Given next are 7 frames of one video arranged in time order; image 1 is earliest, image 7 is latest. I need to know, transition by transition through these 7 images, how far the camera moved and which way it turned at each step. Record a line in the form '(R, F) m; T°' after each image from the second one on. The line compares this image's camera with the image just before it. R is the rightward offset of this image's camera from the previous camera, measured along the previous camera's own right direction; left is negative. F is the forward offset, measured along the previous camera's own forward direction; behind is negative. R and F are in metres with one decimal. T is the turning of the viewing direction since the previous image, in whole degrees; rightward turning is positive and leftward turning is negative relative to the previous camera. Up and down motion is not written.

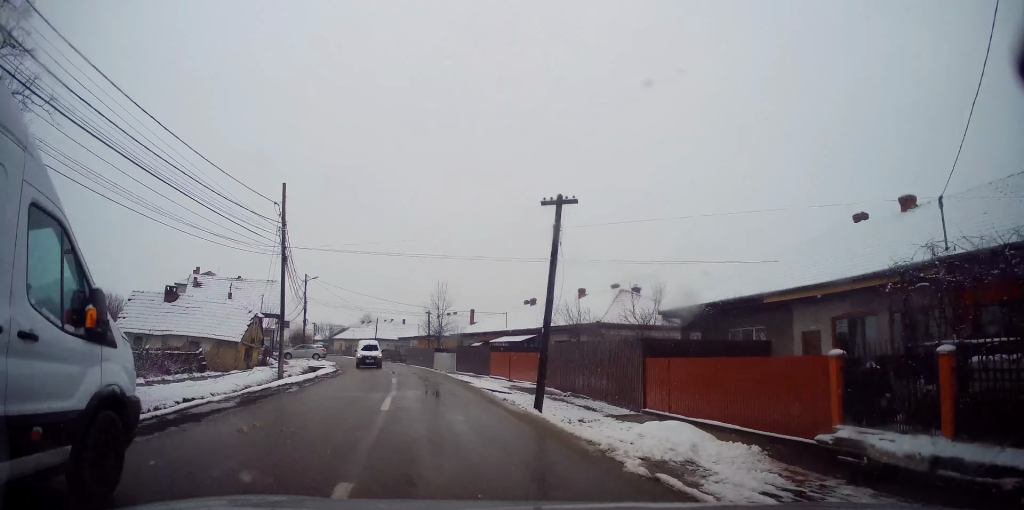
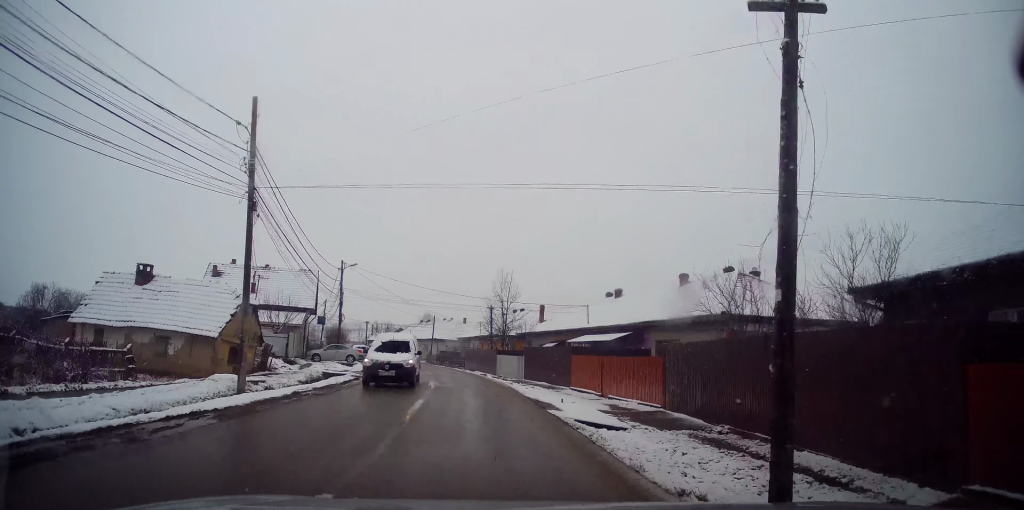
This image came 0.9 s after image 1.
(-0.9, +9.2) m; -6°
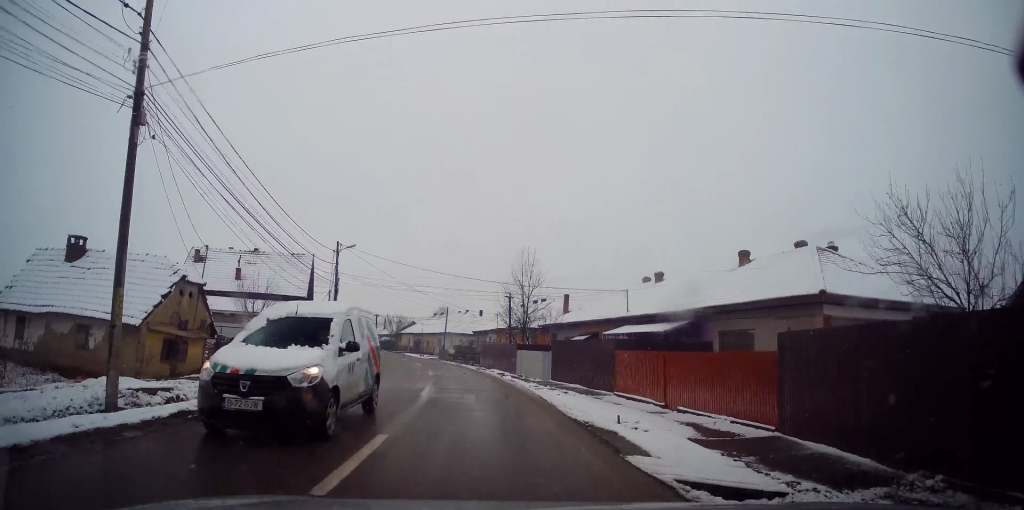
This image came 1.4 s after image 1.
(-0.2, +6.0) m; -2°
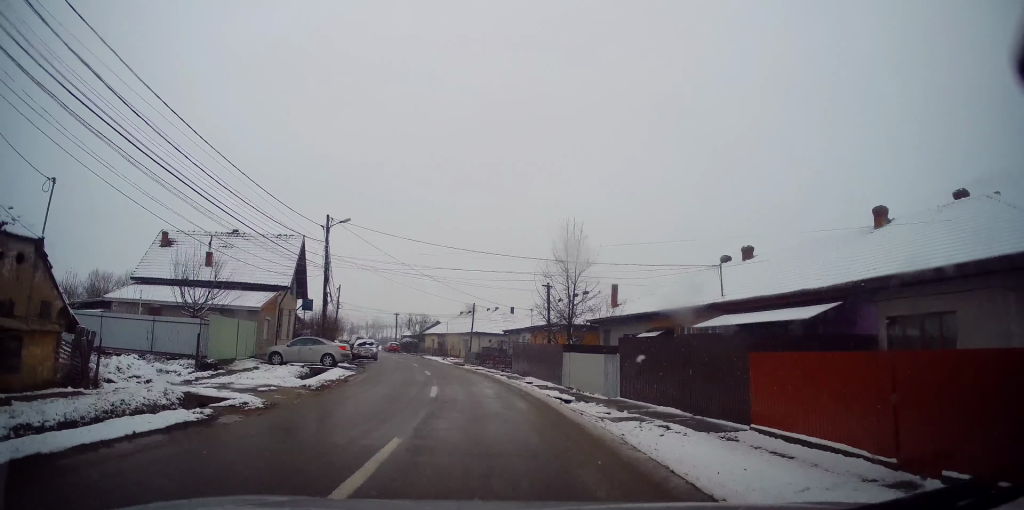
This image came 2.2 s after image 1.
(-0.1, +8.9) m; -2°
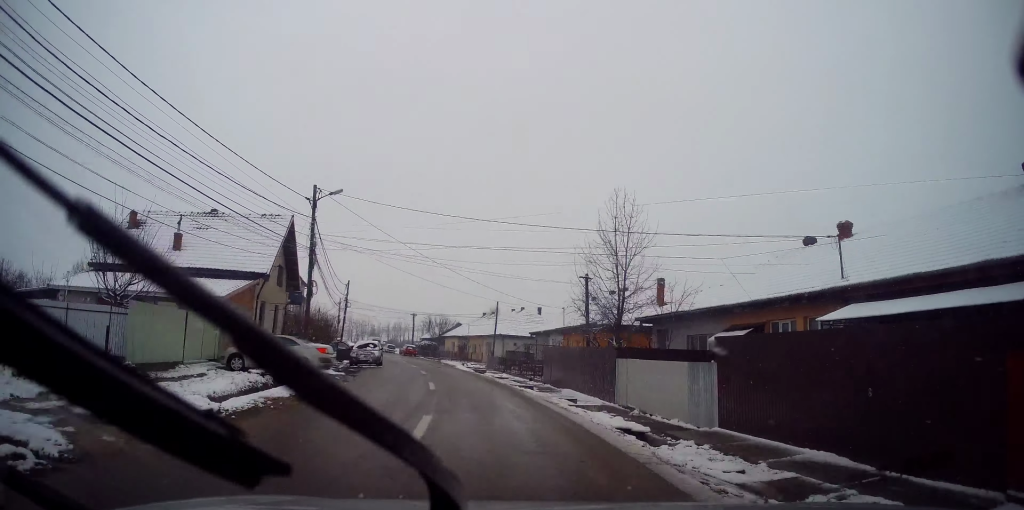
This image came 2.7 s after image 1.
(-0.1, +6.4) m; -3°
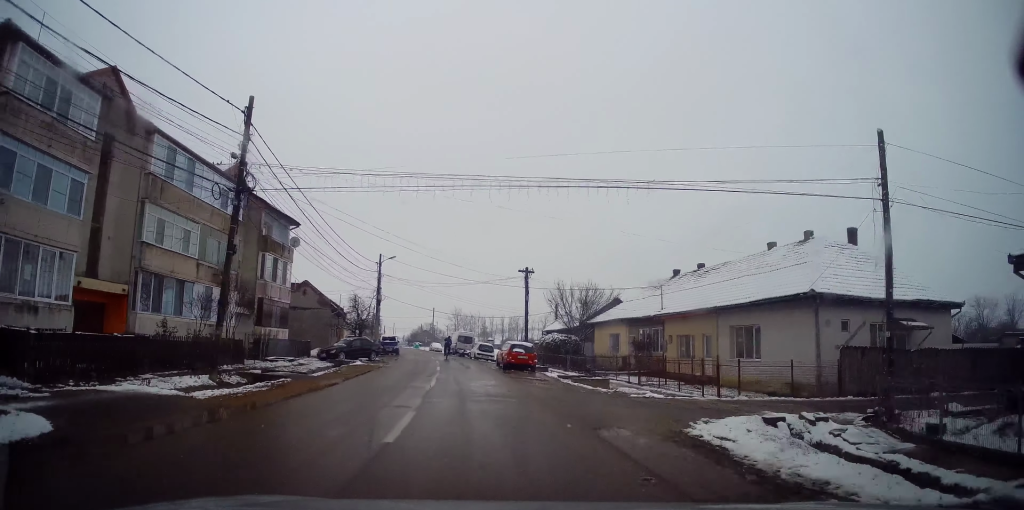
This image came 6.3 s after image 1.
(-4.9, +44.1) m; -12°
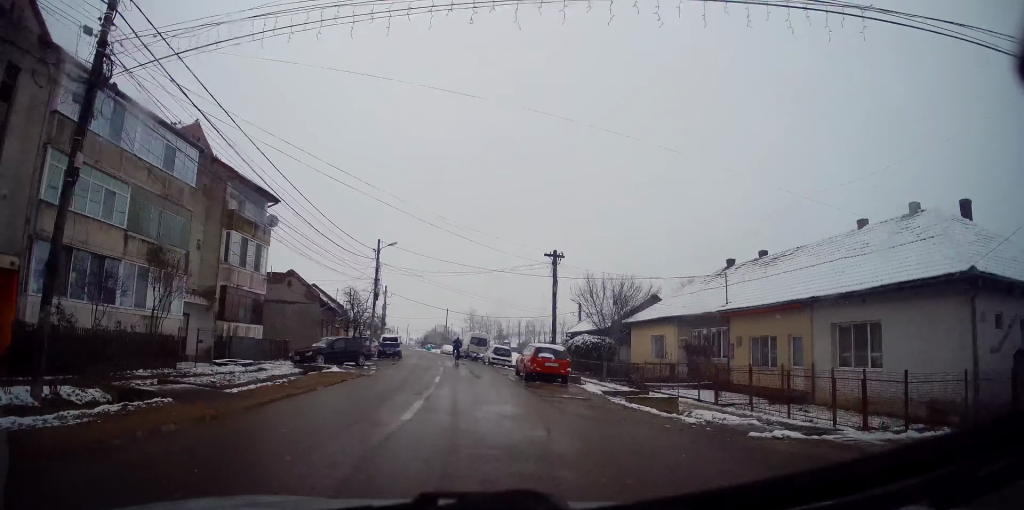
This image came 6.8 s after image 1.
(-0.2, +7.1) m; -3°
